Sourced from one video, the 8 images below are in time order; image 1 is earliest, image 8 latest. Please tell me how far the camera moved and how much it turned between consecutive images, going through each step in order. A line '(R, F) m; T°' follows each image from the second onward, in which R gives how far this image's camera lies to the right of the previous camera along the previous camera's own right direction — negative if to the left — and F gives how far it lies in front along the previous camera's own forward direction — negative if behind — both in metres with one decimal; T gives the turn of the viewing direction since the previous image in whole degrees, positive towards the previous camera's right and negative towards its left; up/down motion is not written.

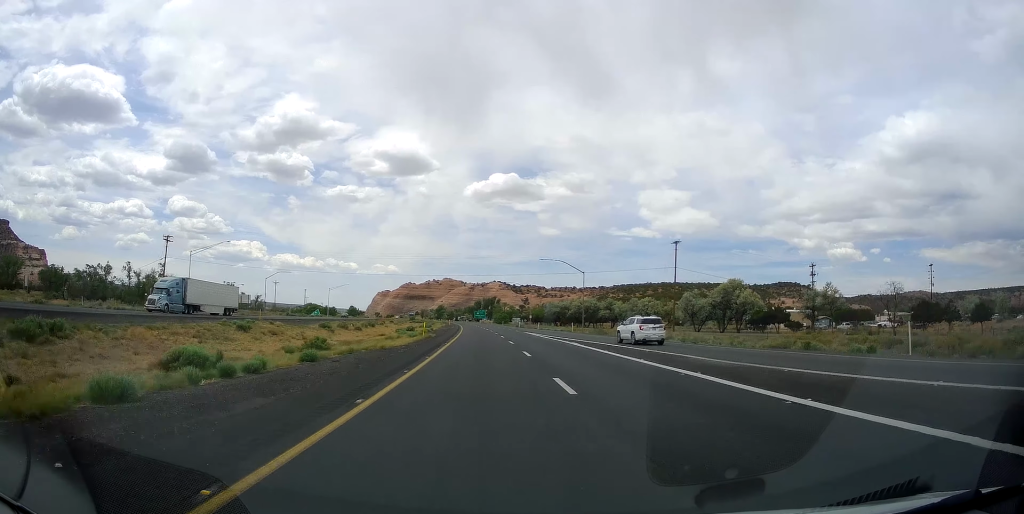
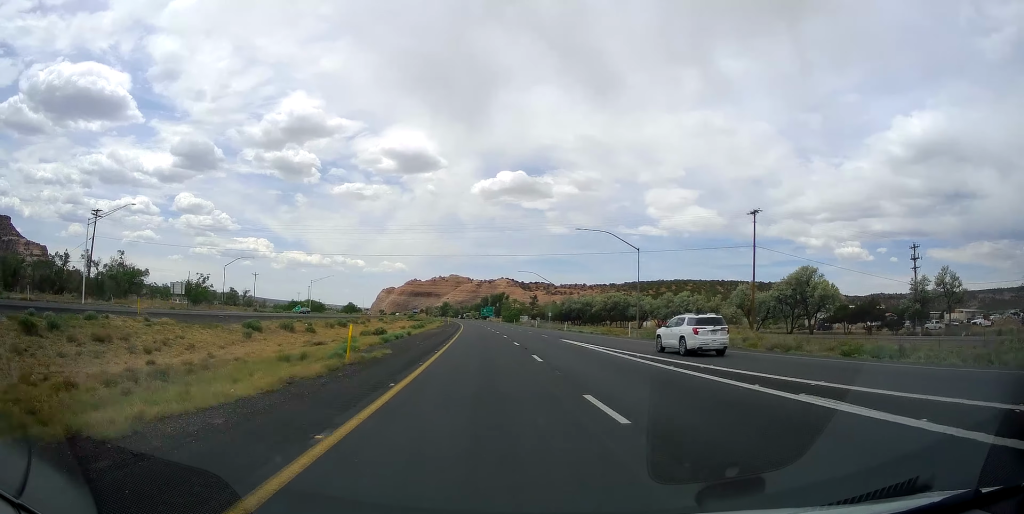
(0.0, +27.9) m; -1°
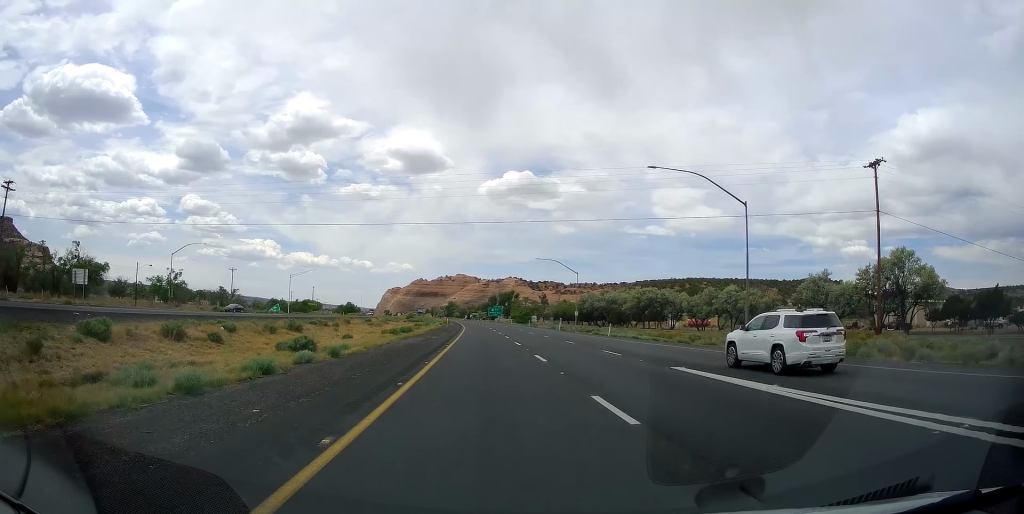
(0.0, +24.4) m; -1°
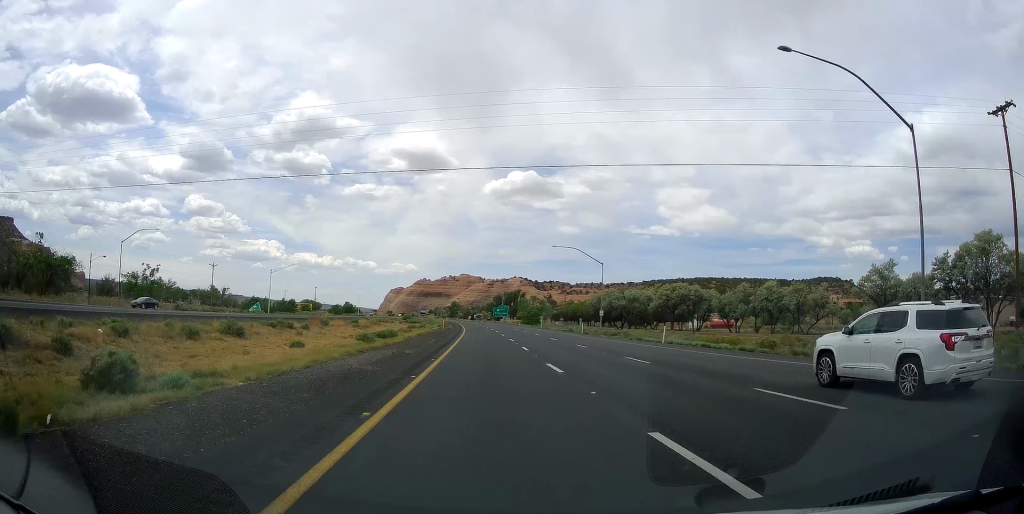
(-0.2, +16.2) m; 0°
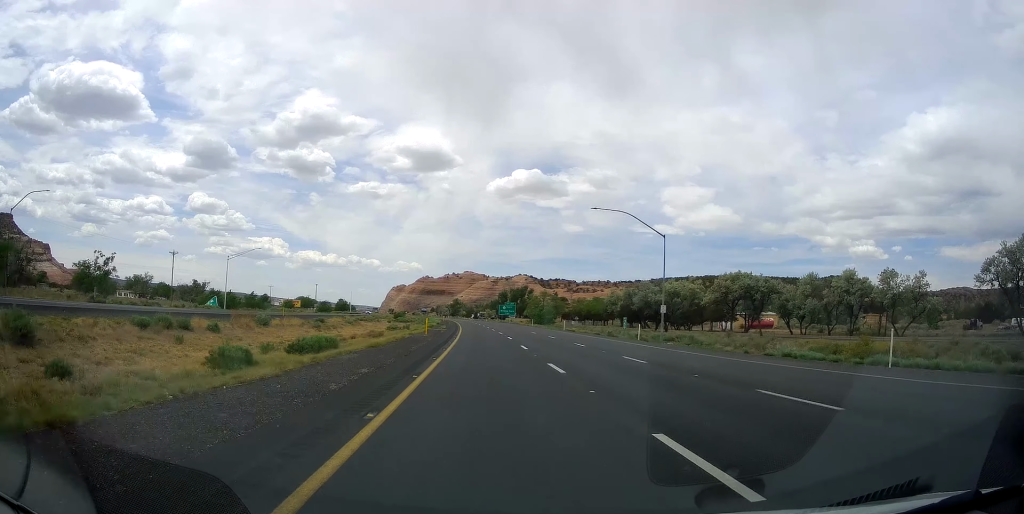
(-0.1, +24.3) m; -1°
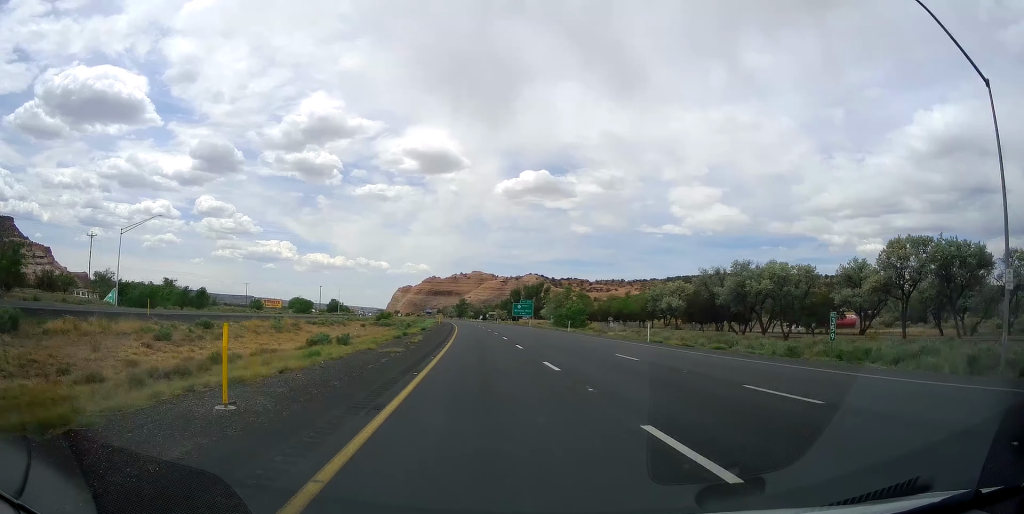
(-0.4, +35.8) m; -1°
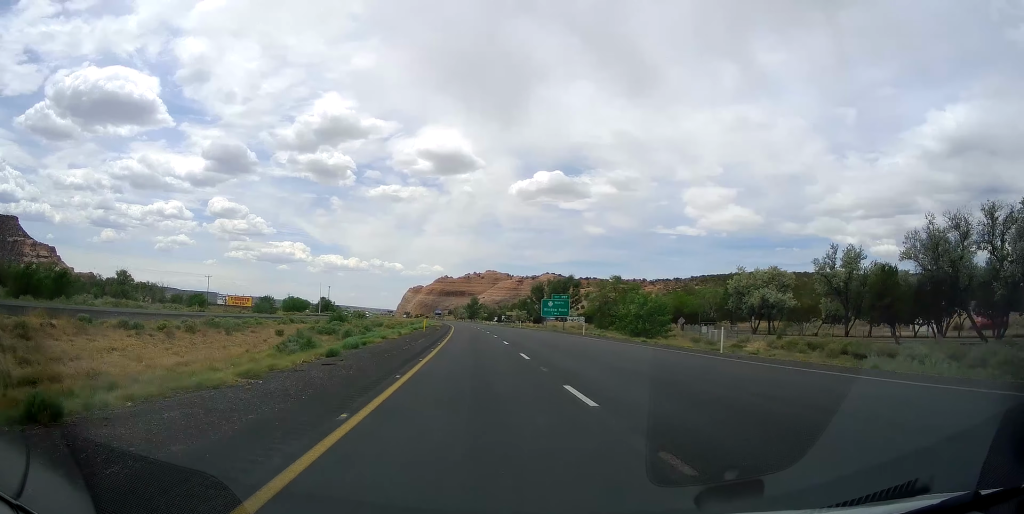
(-0.2, +42.9) m; 0°
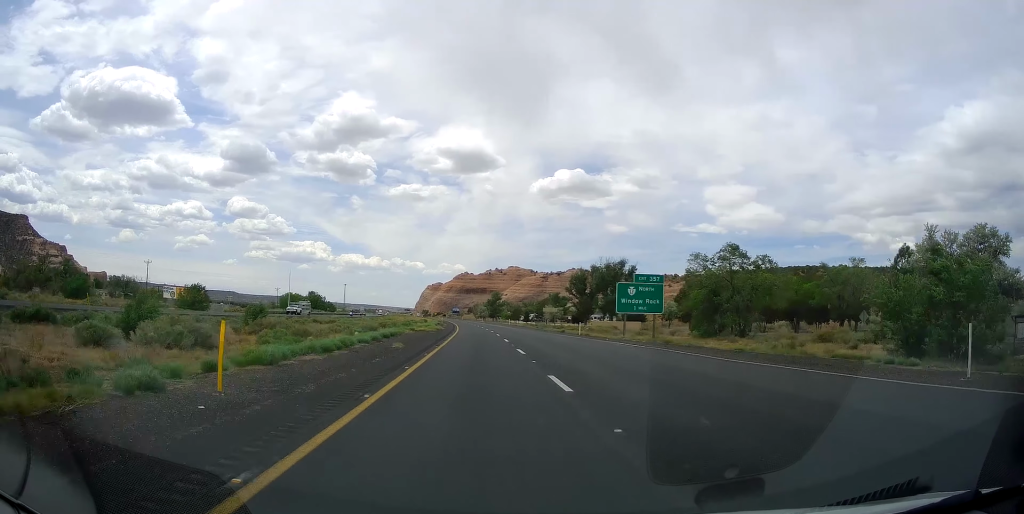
(-0.4, +46.4) m; -2°
